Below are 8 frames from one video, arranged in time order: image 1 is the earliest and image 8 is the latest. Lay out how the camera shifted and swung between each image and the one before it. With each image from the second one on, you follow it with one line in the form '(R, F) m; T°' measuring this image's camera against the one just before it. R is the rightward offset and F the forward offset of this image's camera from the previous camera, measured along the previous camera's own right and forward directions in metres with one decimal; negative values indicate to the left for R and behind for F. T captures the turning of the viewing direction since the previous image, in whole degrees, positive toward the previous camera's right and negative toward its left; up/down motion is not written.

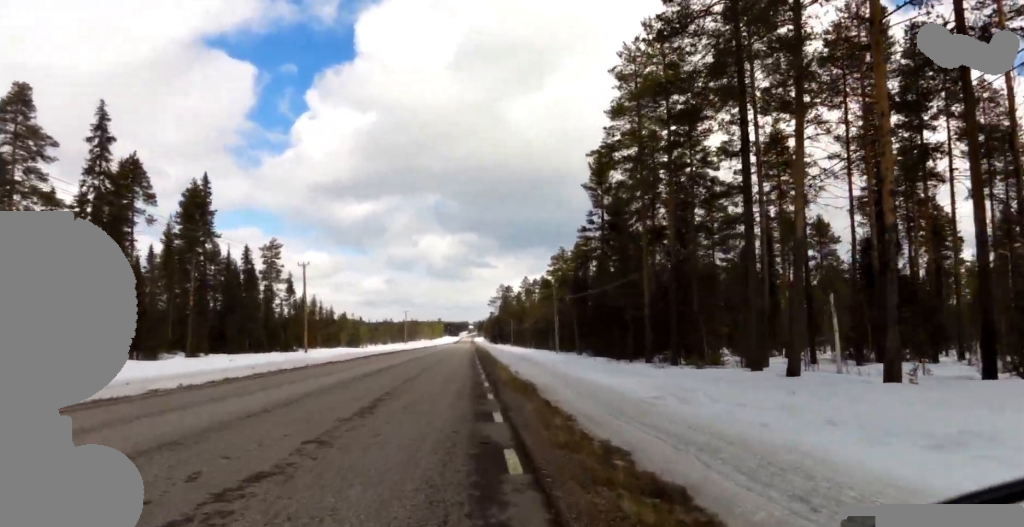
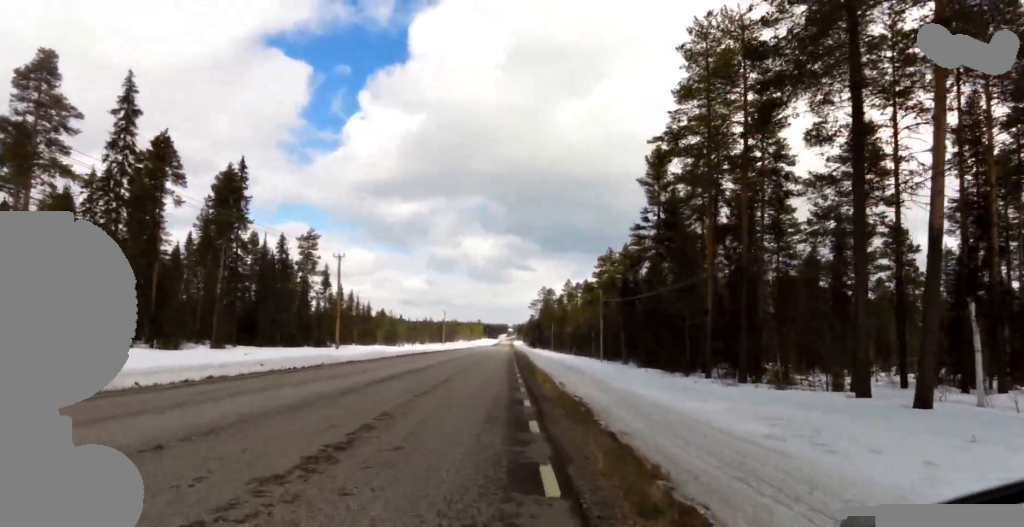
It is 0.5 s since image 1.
(0.0, +3.6) m; -2°
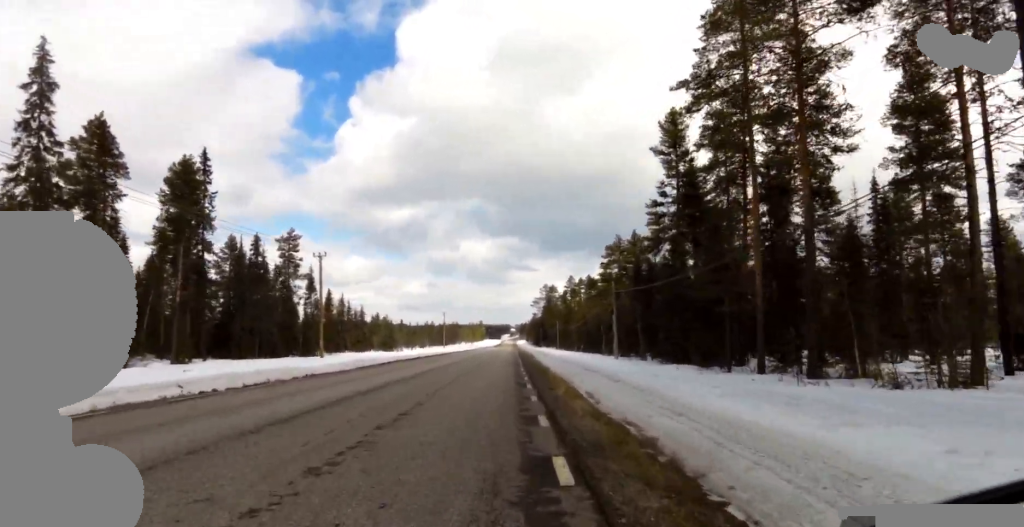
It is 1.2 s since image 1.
(-0.1, +5.9) m; -1°
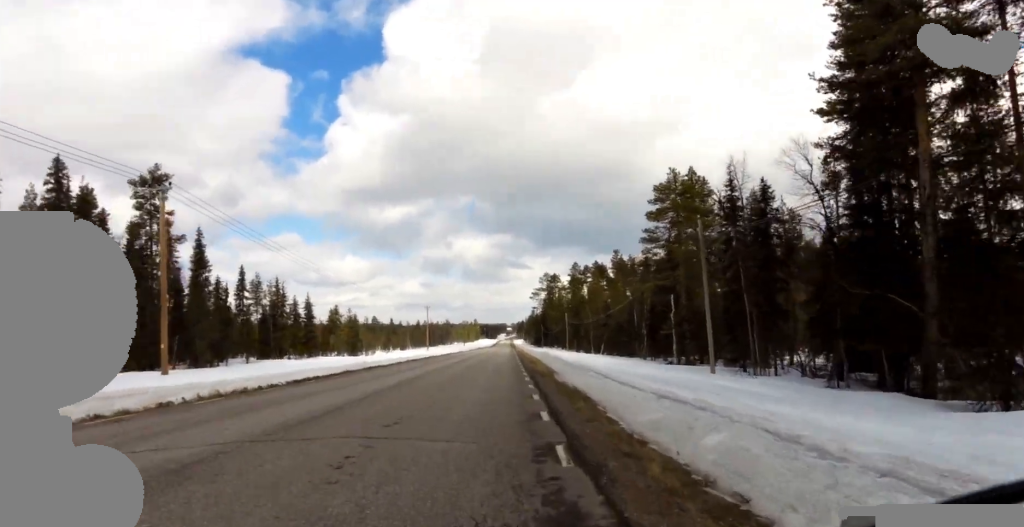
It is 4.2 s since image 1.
(+1.4, +23.1) m; +3°
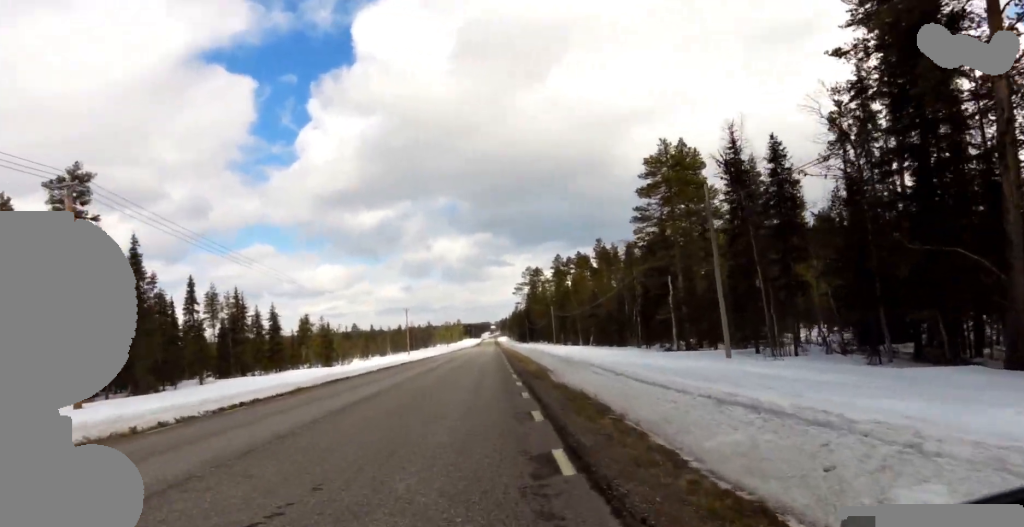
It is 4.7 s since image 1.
(0.0, +3.8) m; 0°
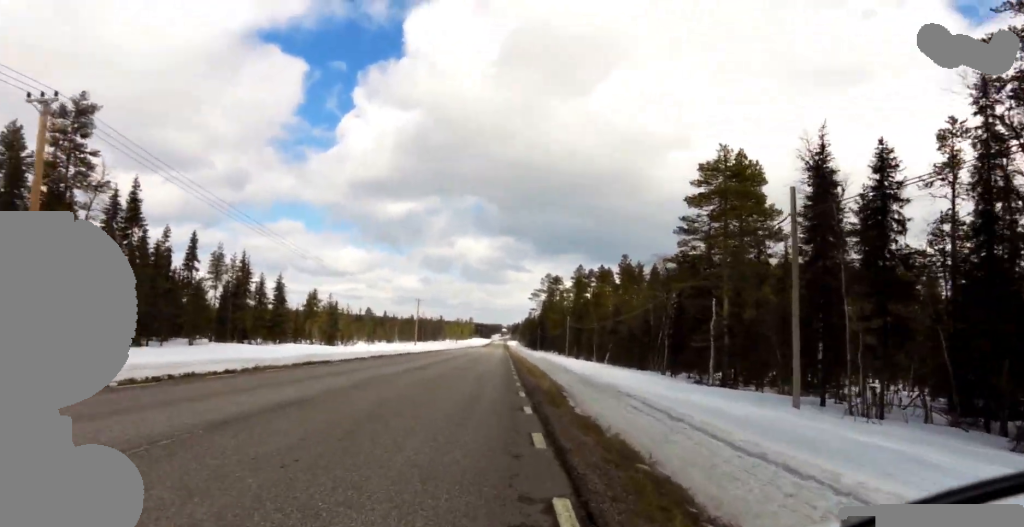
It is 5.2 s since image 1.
(0.0, +4.4) m; -1°
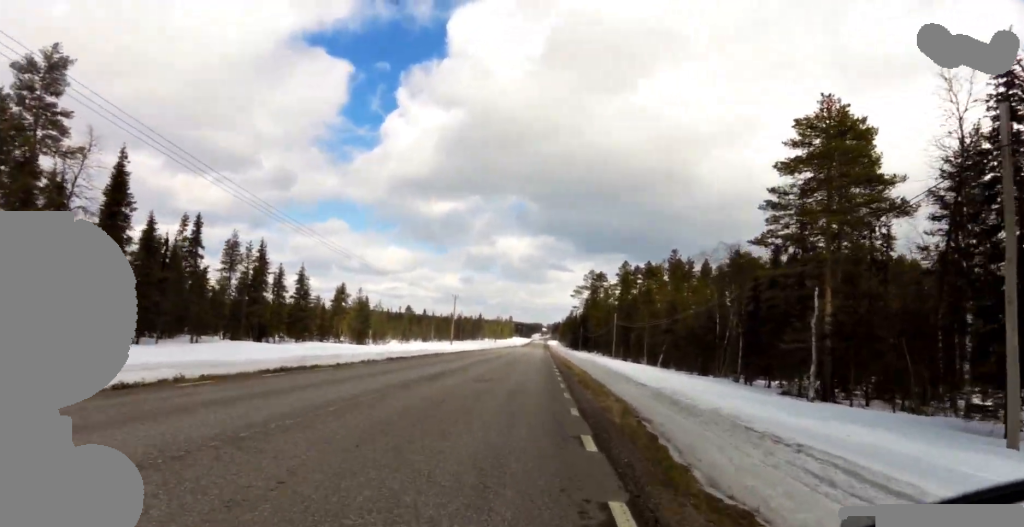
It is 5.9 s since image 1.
(+0.1, +6.1) m; -2°
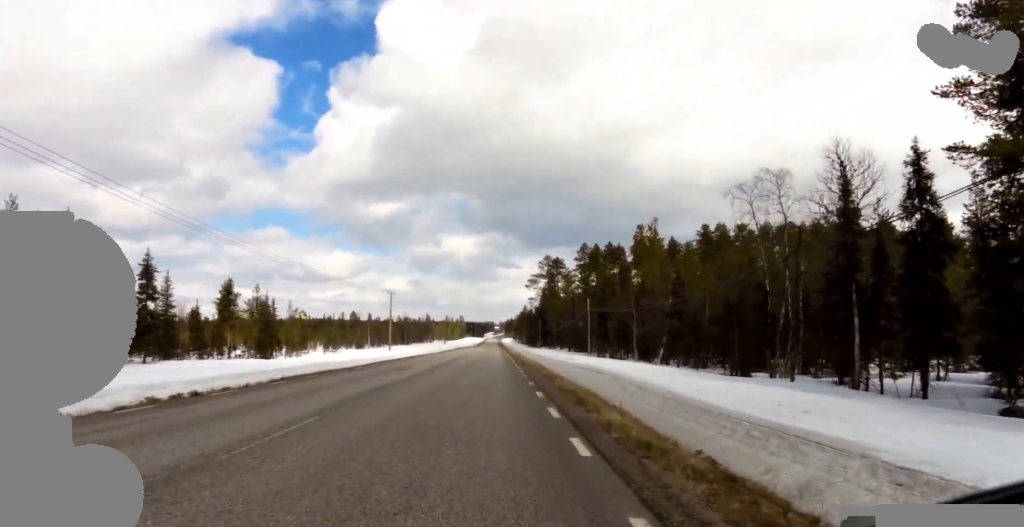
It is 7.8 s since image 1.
(-0.8, +16.4) m; 0°
